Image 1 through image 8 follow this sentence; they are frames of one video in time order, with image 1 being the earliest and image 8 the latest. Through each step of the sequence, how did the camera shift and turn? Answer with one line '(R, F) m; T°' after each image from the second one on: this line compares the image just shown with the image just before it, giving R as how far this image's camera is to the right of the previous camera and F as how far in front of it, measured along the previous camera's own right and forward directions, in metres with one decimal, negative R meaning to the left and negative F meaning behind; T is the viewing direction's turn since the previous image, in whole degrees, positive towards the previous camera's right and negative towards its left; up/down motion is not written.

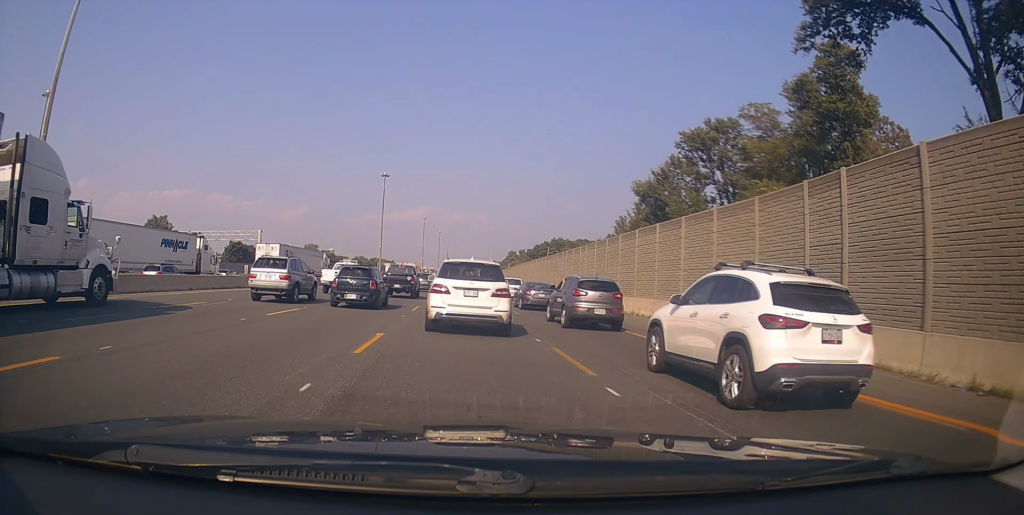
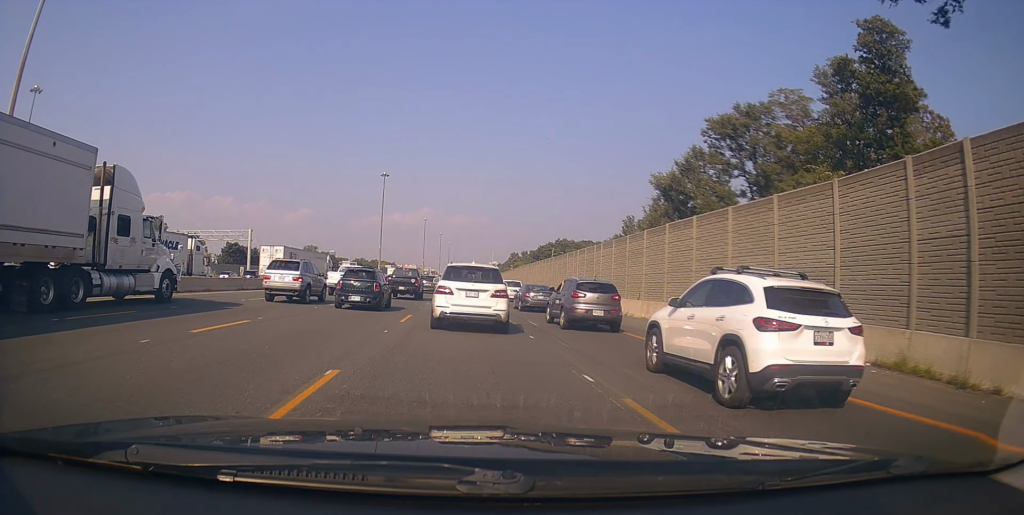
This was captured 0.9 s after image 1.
(+0.2, +4.6) m; -1°
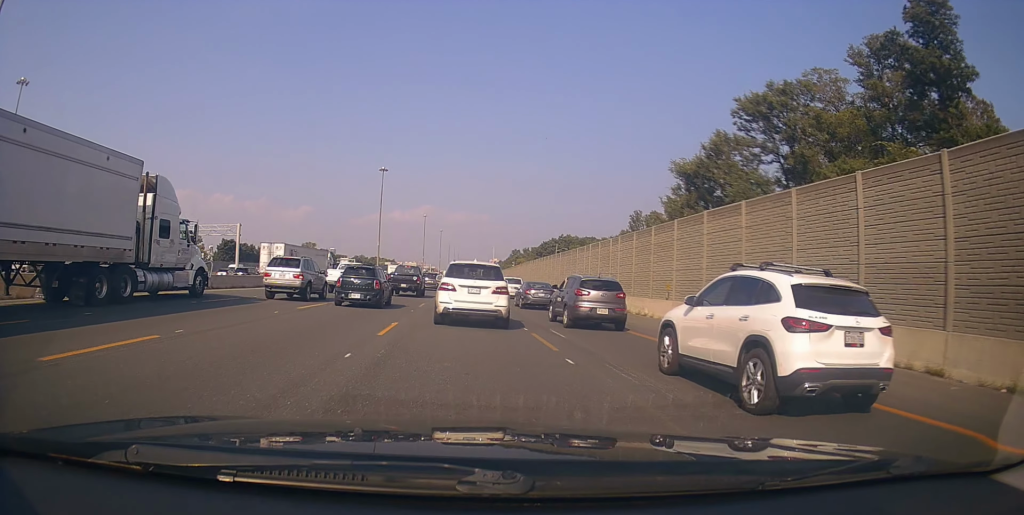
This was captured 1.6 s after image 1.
(-0.2, +4.0) m; -4°
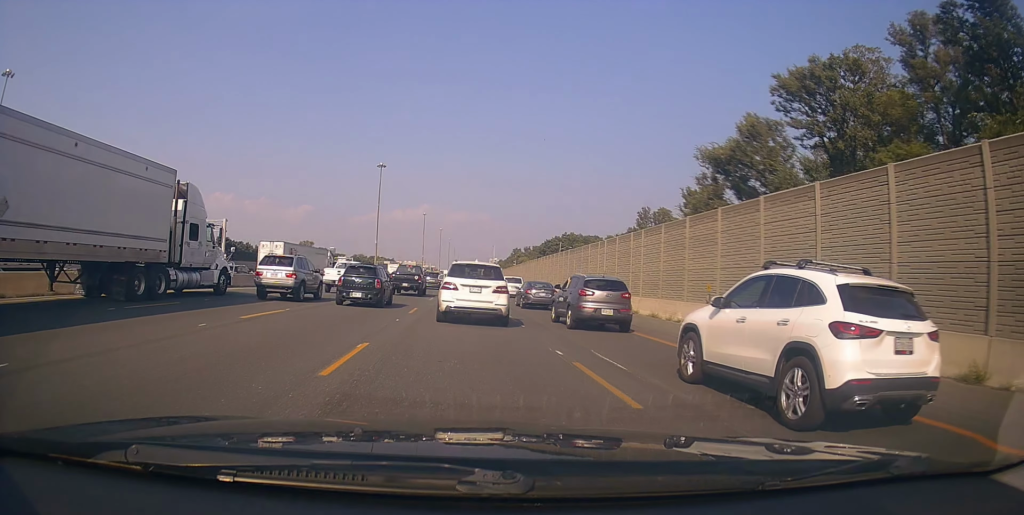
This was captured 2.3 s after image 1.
(-0.2, +4.7) m; +5°
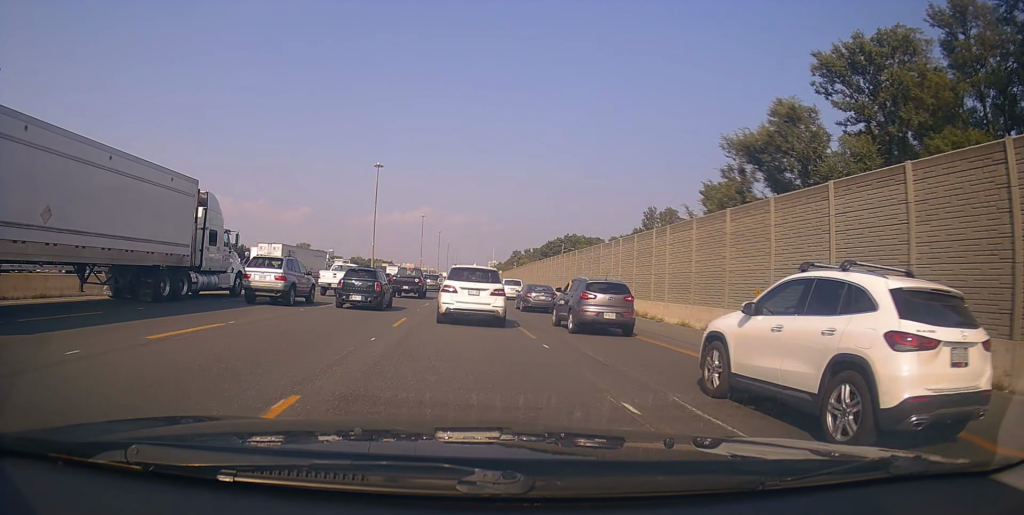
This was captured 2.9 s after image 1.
(+0.3, +4.2) m; +4°
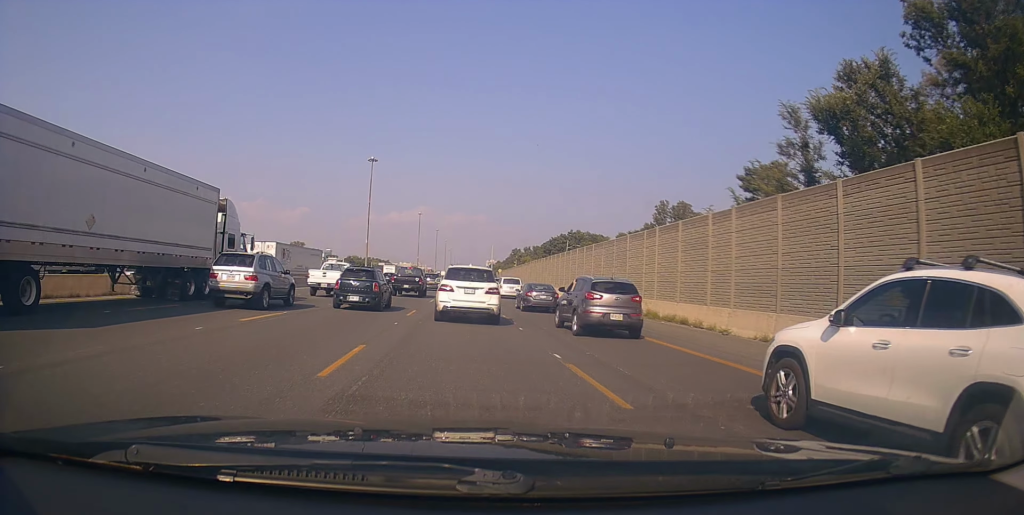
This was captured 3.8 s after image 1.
(+0.5, +7.4) m; 0°
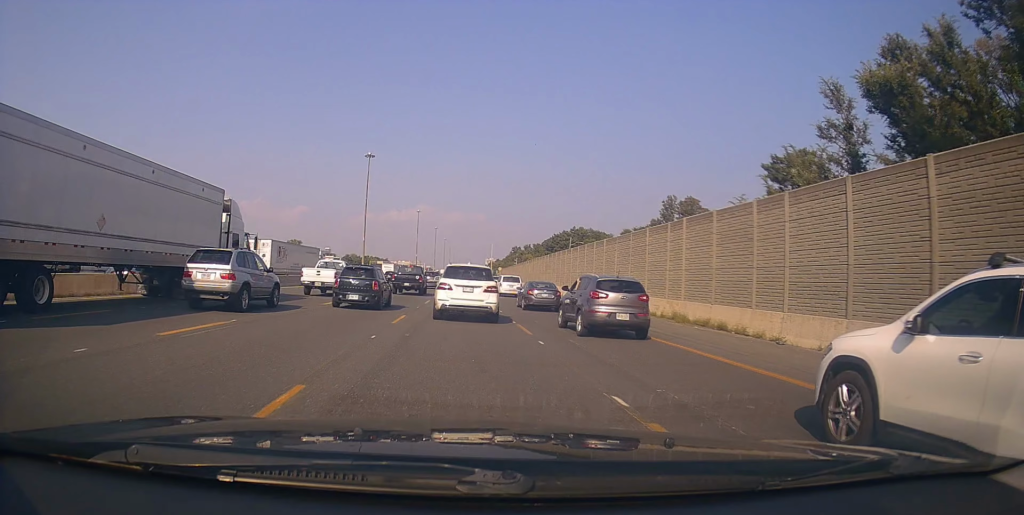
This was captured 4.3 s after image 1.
(0.0, +3.9) m; -4°
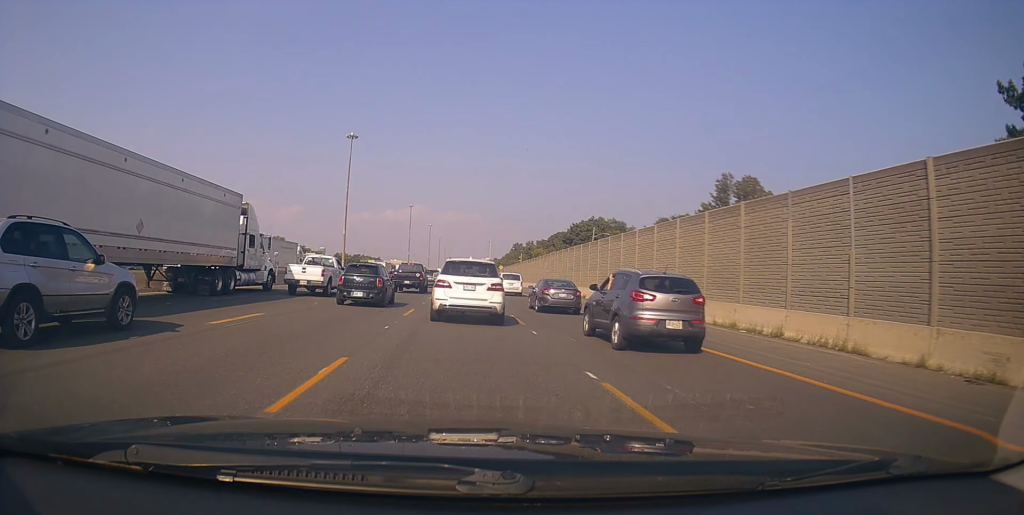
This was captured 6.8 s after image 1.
(-0.8, +22.6) m; +3°
